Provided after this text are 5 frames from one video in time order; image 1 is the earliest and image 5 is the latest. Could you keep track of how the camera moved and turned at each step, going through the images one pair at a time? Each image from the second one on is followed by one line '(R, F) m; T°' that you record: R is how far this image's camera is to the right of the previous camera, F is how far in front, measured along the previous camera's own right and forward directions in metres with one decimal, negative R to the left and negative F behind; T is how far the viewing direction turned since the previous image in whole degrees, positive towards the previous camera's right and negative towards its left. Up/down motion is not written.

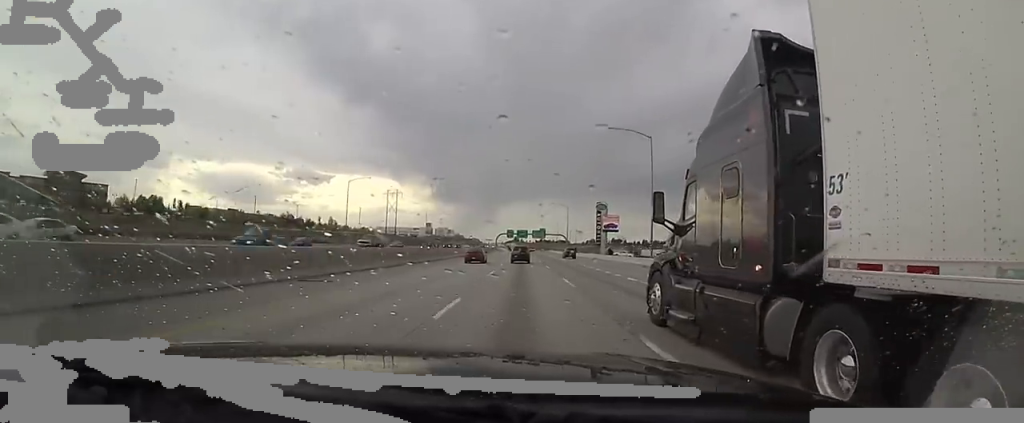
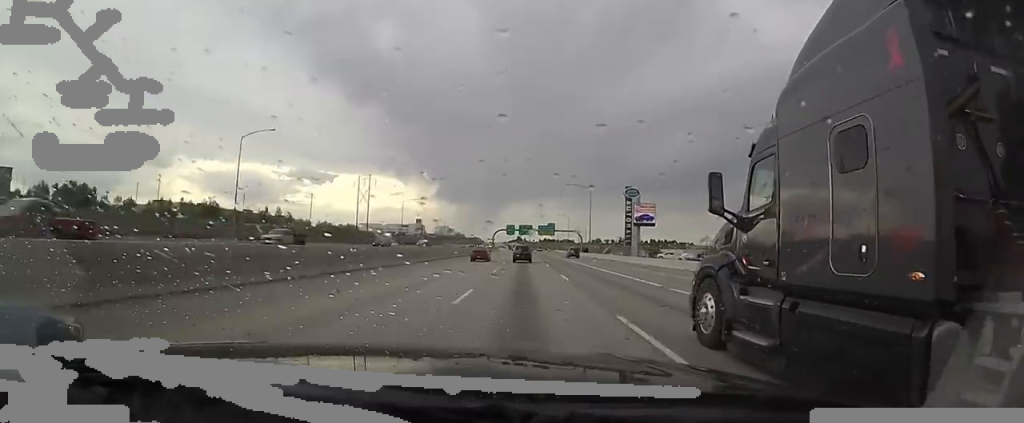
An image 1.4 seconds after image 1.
(0.0, +42.5) m; 0°
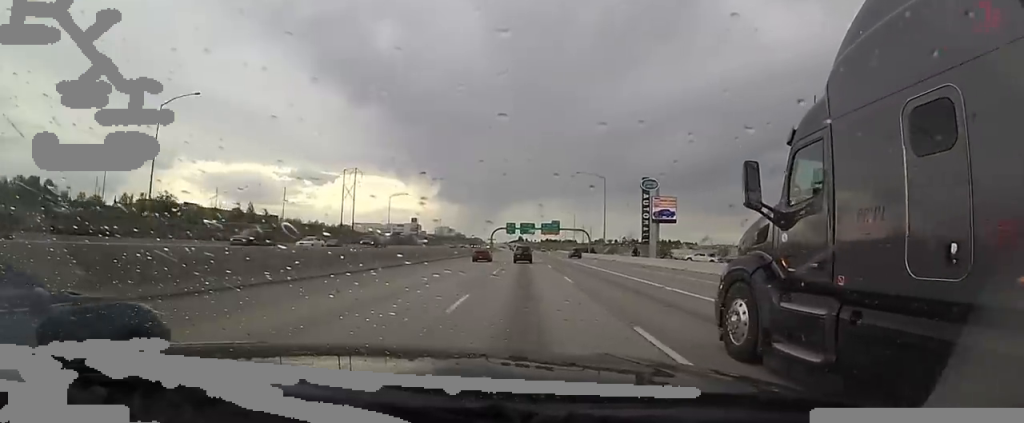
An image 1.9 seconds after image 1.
(0.0, +15.9) m; 0°
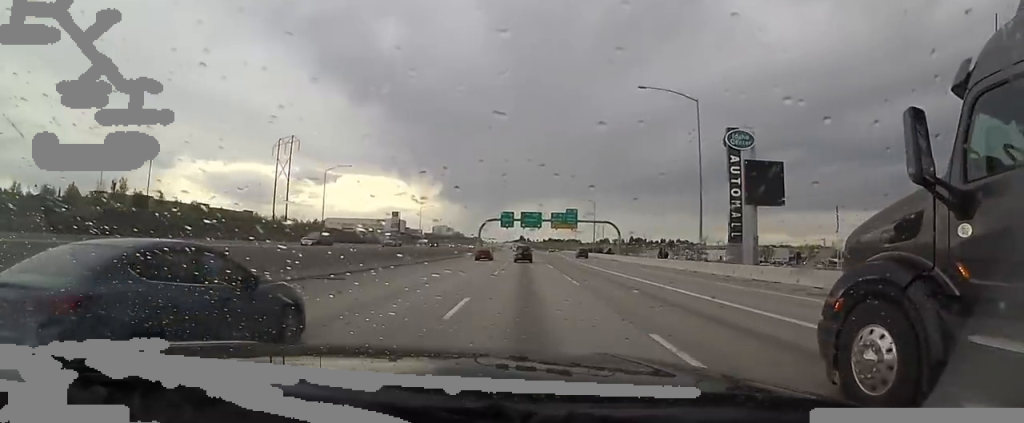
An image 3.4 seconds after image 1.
(0.0, +45.1) m; 0°
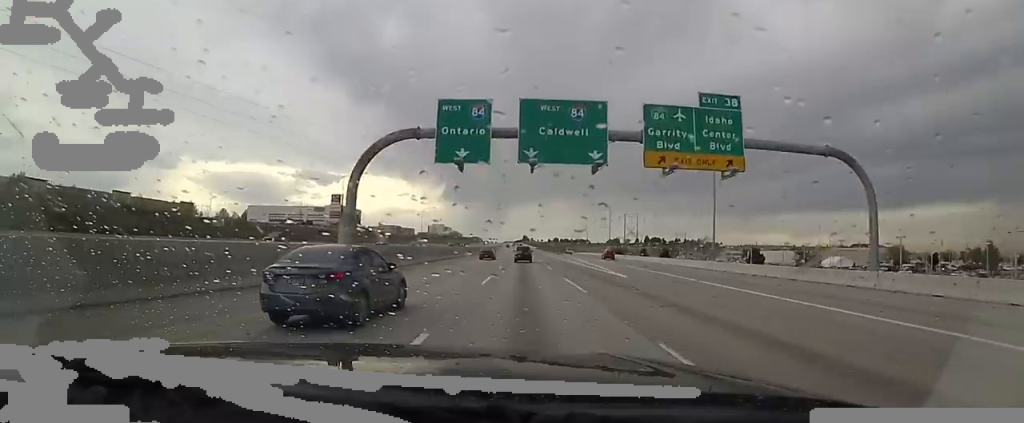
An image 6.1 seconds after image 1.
(-2.8, +81.5) m; -3°
